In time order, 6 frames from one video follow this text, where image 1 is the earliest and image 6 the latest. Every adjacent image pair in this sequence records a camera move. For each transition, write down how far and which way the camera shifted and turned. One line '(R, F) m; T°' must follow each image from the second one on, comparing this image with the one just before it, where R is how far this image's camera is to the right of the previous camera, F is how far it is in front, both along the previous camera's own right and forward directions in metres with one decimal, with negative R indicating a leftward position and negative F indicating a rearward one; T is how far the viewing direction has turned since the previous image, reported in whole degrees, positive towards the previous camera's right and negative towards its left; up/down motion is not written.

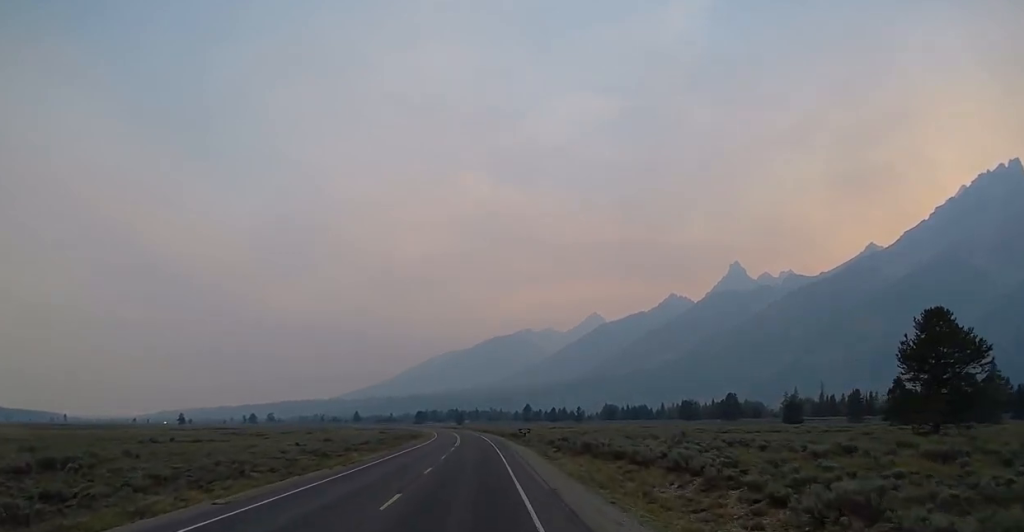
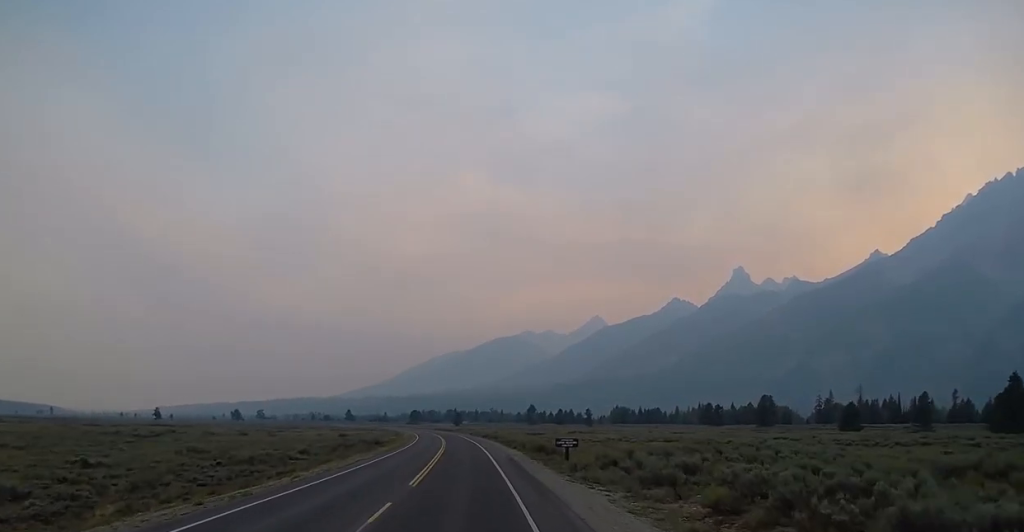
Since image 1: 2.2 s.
(-0.4, +39.6) m; -1°
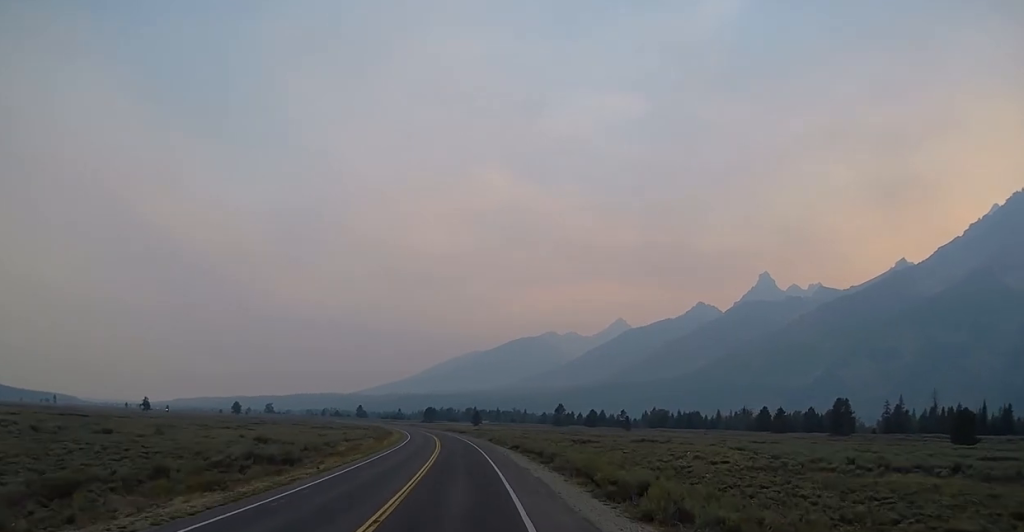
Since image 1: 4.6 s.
(-0.7, +43.0) m; -2°
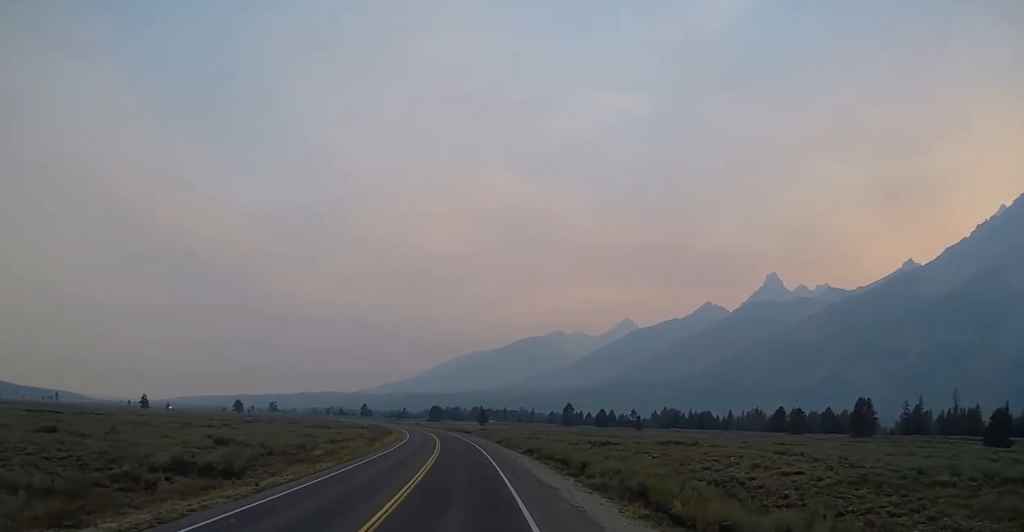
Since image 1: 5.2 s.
(-0.1, +9.7) m; 0°
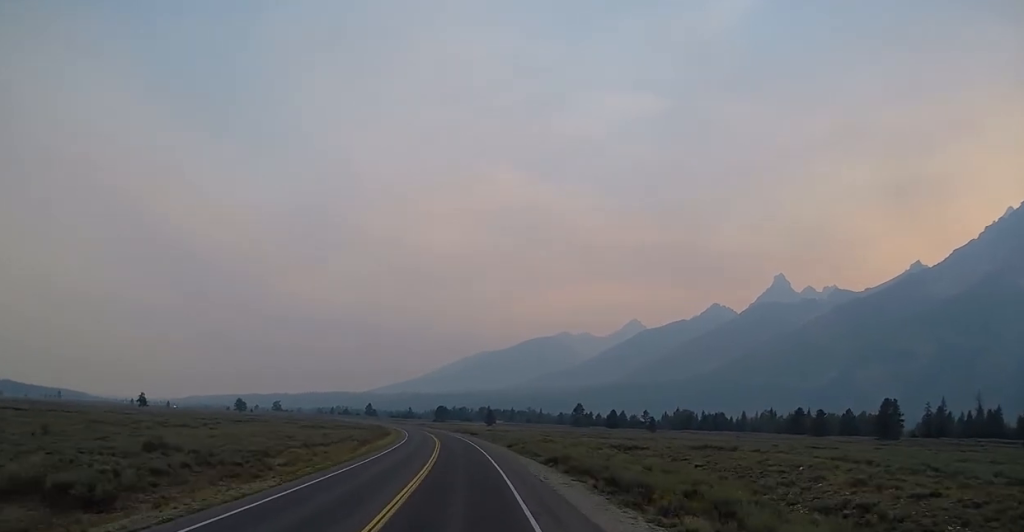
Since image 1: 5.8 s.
(+0.1, +12.1) m; 0°
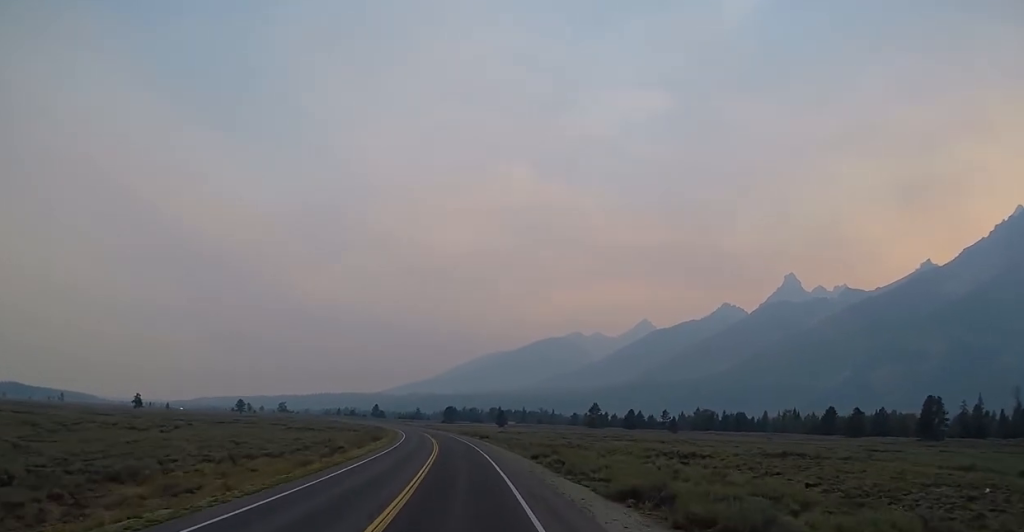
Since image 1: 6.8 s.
(0.0, +18.1) m; -1°
